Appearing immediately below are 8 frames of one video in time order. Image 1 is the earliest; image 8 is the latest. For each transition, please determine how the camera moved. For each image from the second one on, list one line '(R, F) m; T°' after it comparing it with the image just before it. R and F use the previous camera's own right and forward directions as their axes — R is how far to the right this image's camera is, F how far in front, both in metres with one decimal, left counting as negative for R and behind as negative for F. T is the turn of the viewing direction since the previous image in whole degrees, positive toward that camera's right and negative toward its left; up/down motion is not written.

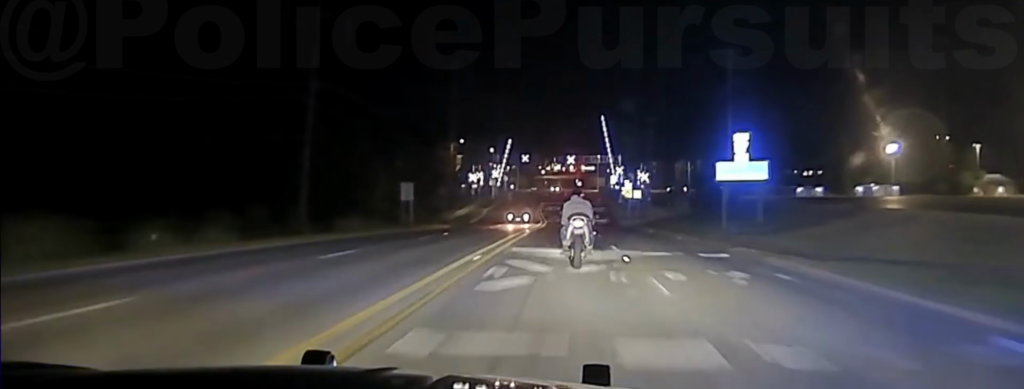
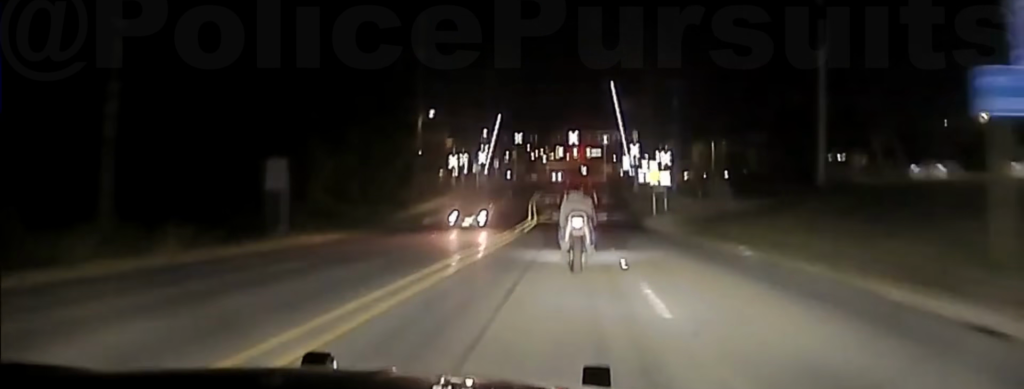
(+0.1, +26.5) m; 0°
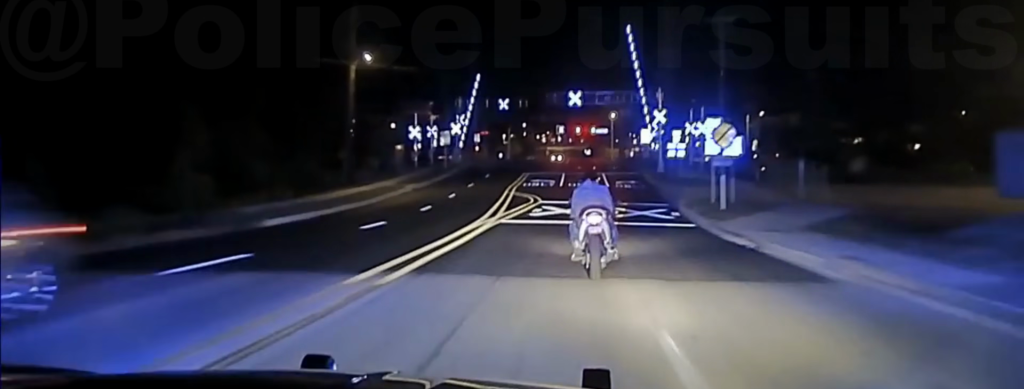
(-0.2, +28.1) m; -1°
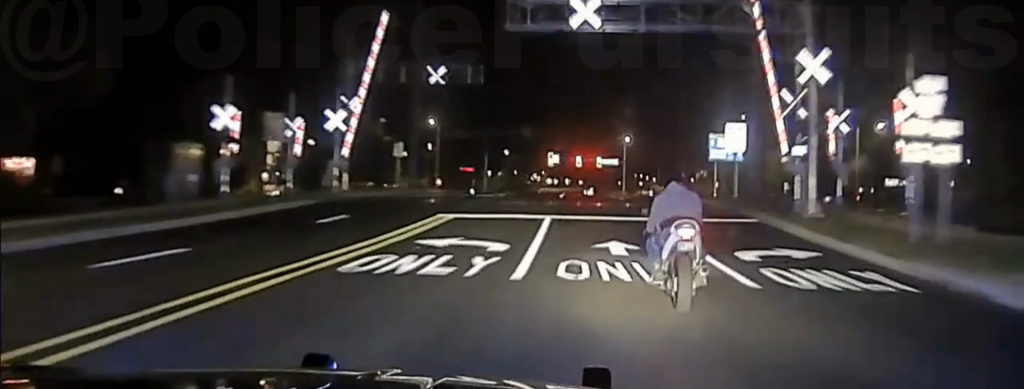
(0.0, +45.8) m; +1°
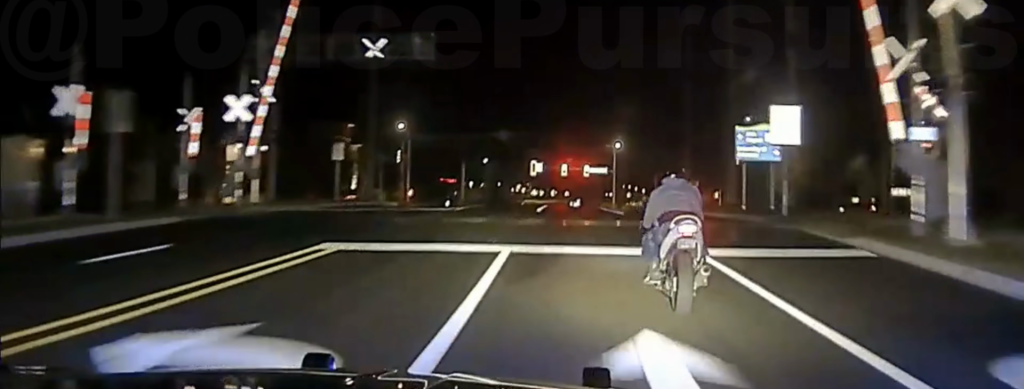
(+0.1, +10.4) m; 0°
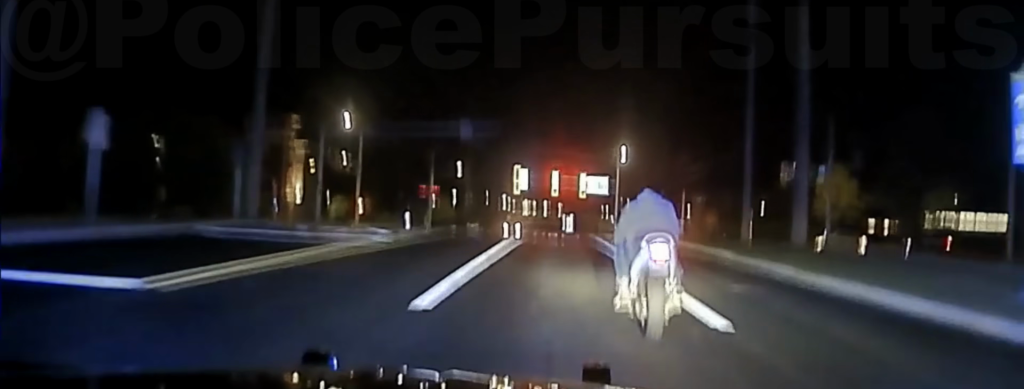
(+0.1, +22.0) m; 0°
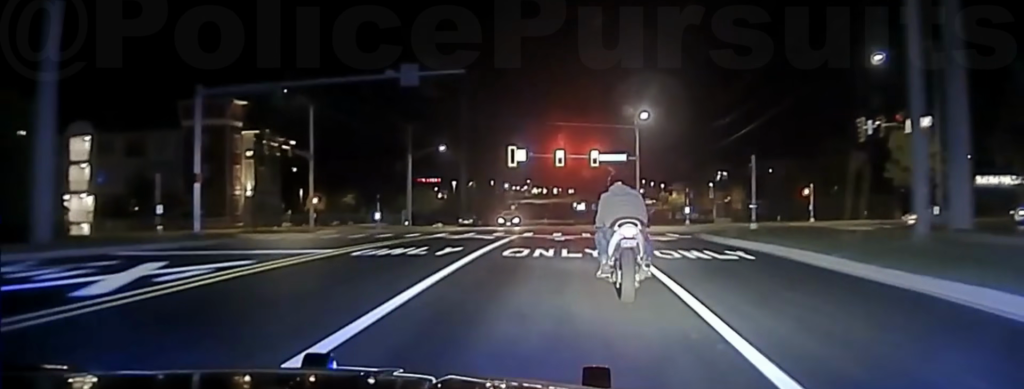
(0.0, +19.8) m; 0°
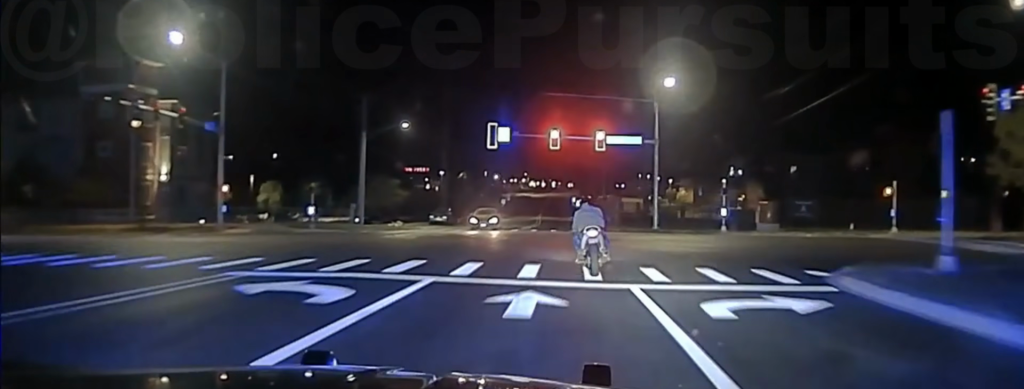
(-0.1, +22.0) m; 0°
